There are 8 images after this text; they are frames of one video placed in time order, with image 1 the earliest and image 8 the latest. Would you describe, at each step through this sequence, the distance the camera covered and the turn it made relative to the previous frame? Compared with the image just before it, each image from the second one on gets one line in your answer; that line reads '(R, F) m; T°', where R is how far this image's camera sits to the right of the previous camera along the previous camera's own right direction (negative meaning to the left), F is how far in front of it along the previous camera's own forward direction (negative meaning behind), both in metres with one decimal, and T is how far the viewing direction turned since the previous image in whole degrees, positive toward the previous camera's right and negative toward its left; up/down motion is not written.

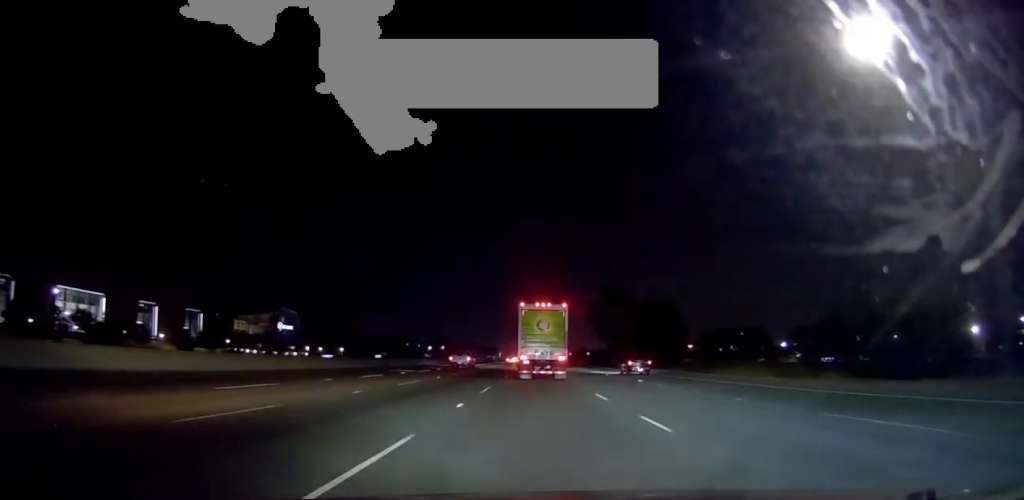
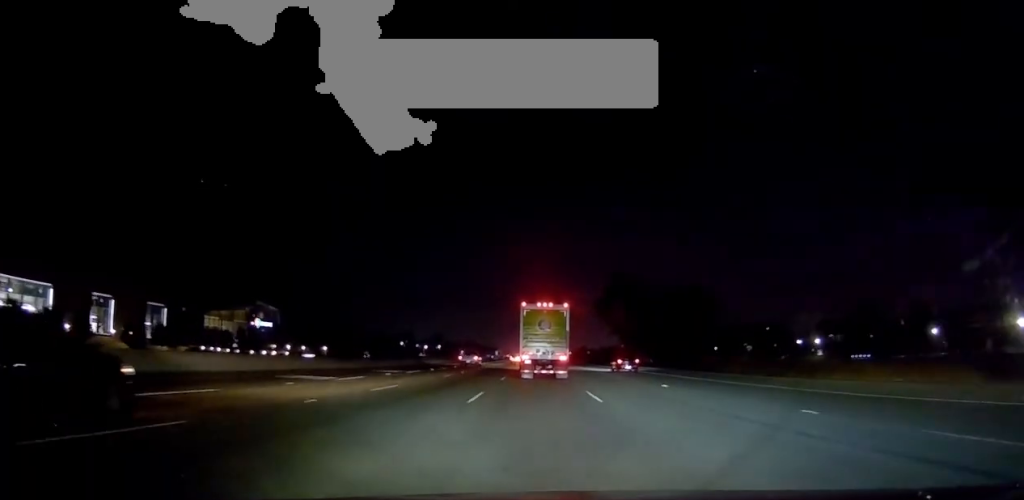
(+0.6, +18.6) m; 0°
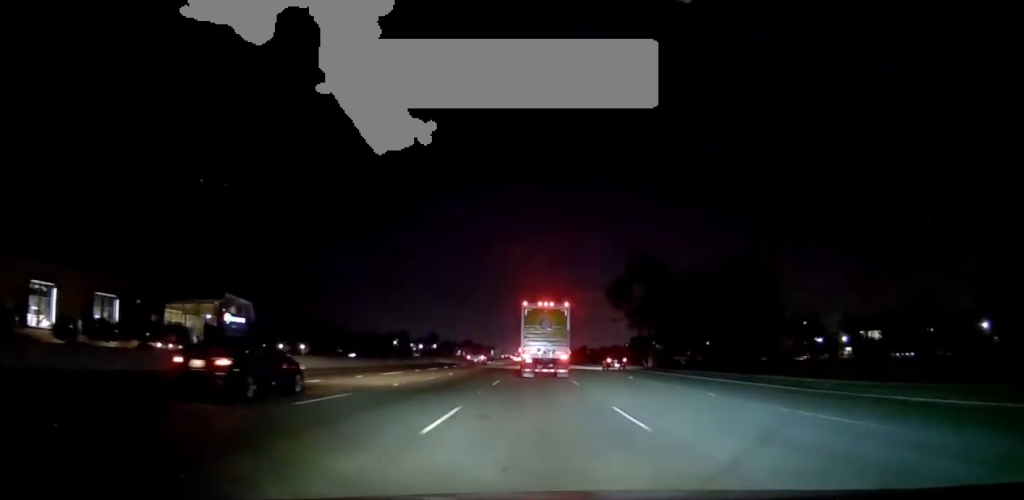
(-0.5, +20.9) m; -1°
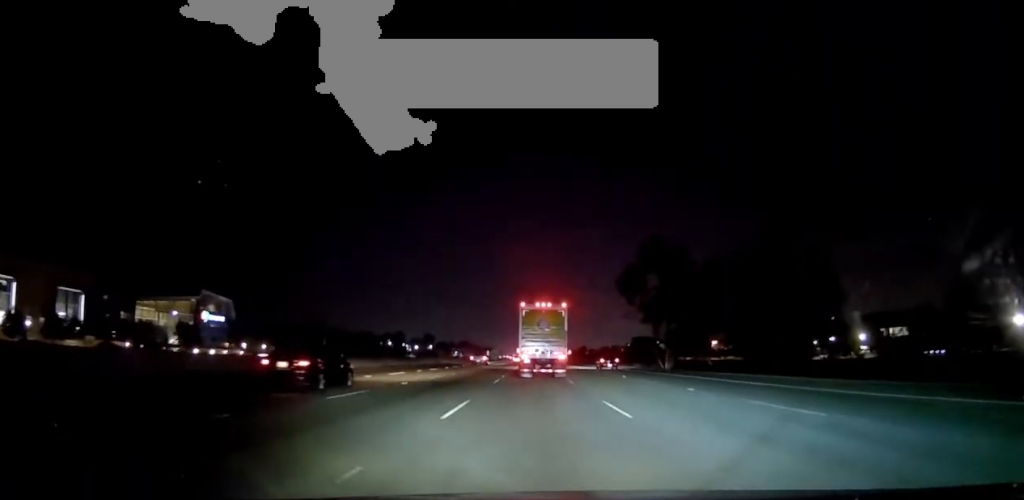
(0.0, +12.7) m; 0°
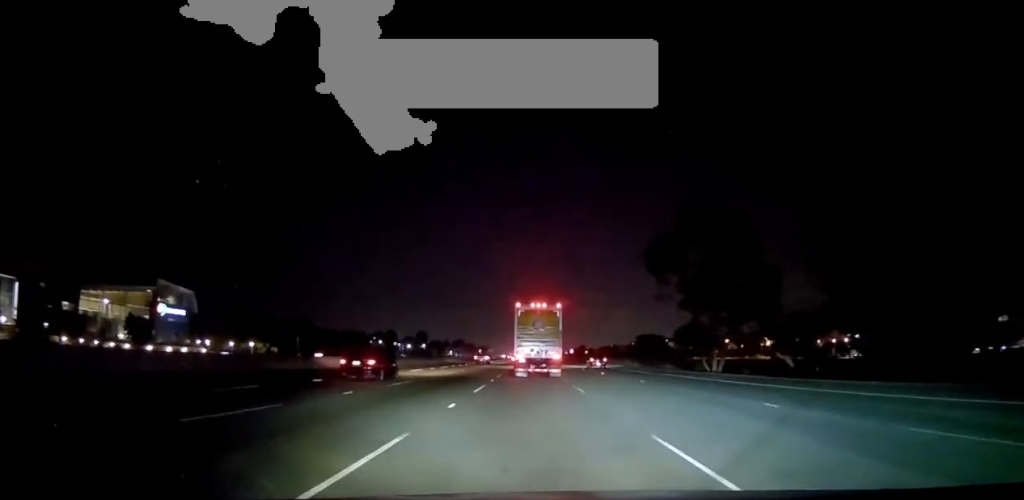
(0.0, +21.5) m; 0°
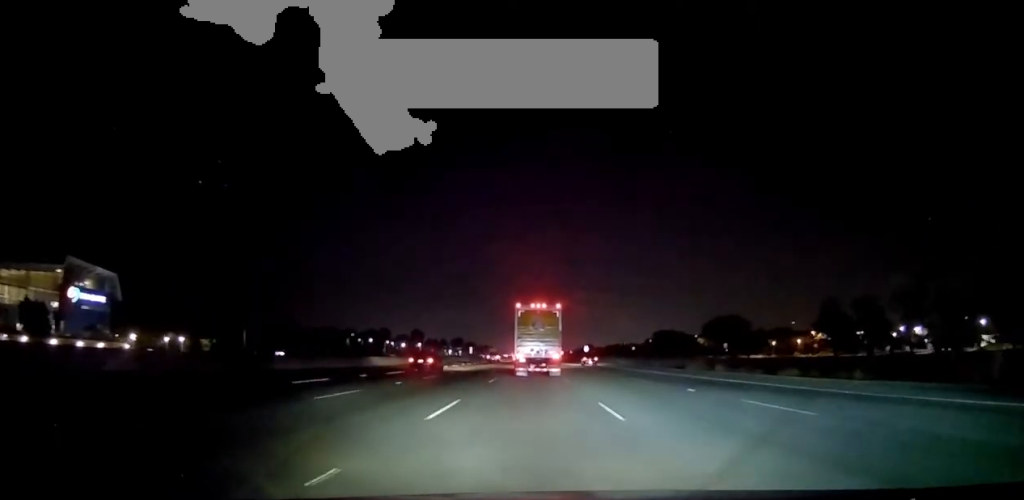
(0.0, +38.2) m; 0°
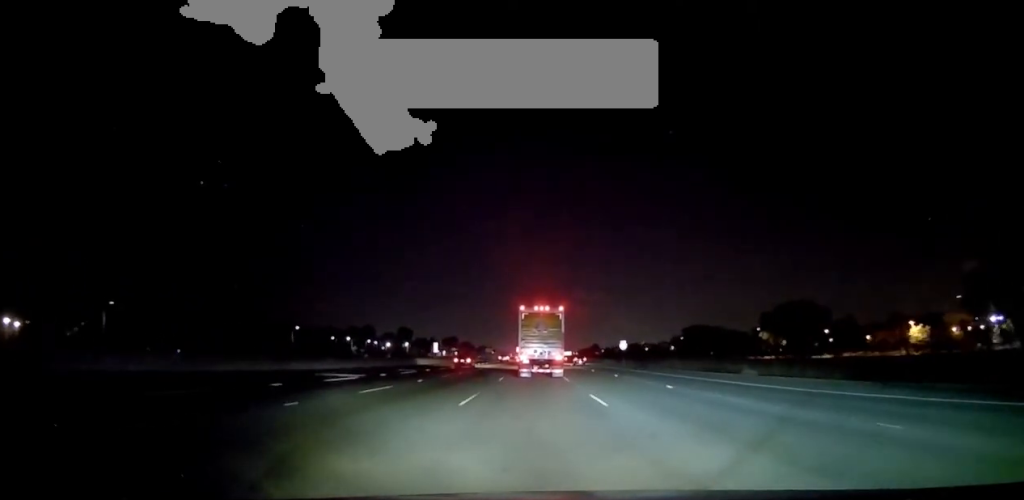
(0.0, +55.0) m; 0°
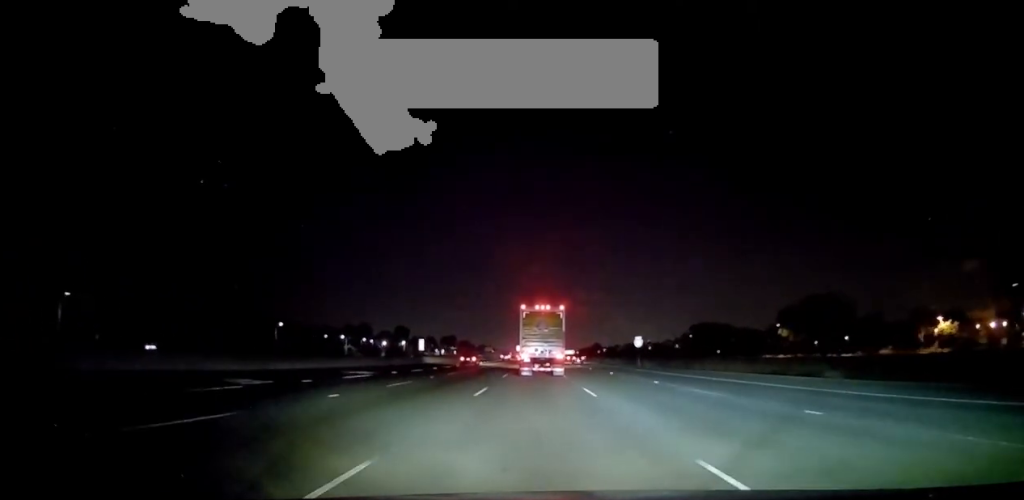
(0.0, +12.0) m; 0°
